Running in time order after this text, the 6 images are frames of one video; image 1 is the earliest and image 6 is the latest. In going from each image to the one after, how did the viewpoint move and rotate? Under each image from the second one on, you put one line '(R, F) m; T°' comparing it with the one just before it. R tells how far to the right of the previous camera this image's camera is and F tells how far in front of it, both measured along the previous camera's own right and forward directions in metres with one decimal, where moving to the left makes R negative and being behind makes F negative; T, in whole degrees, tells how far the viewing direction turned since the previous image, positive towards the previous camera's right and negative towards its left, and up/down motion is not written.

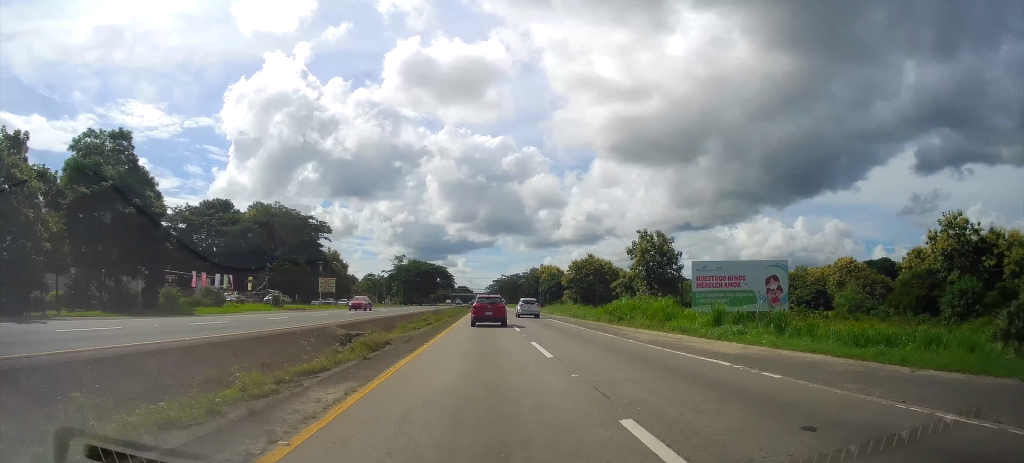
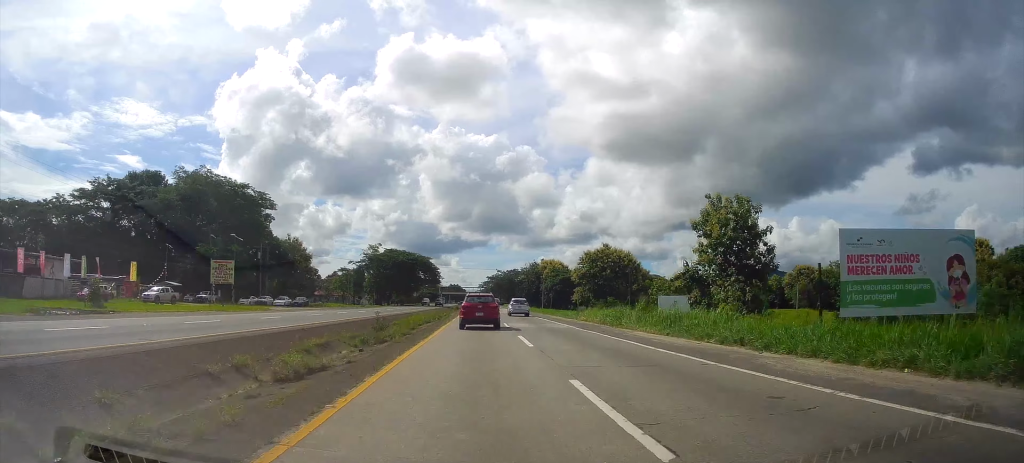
(+0.1, +33.8) m; +1°
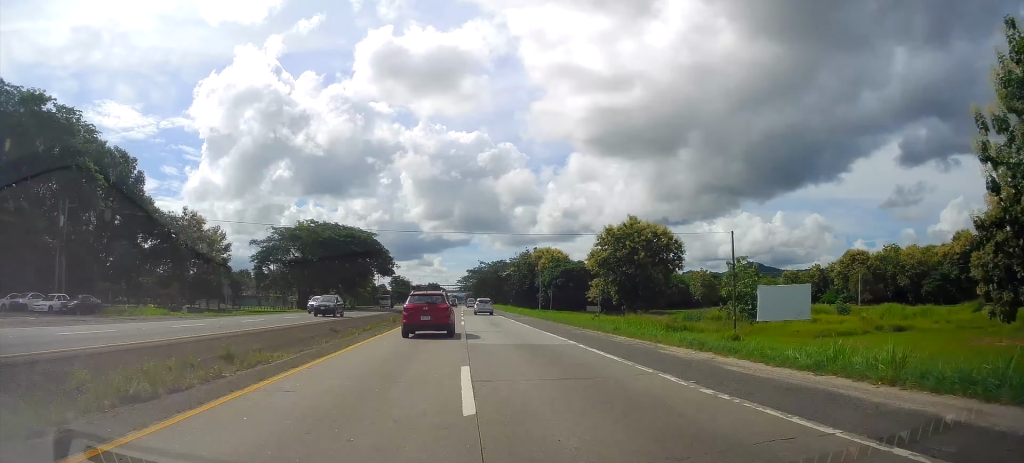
(+0.4, +47.7) m; 0°
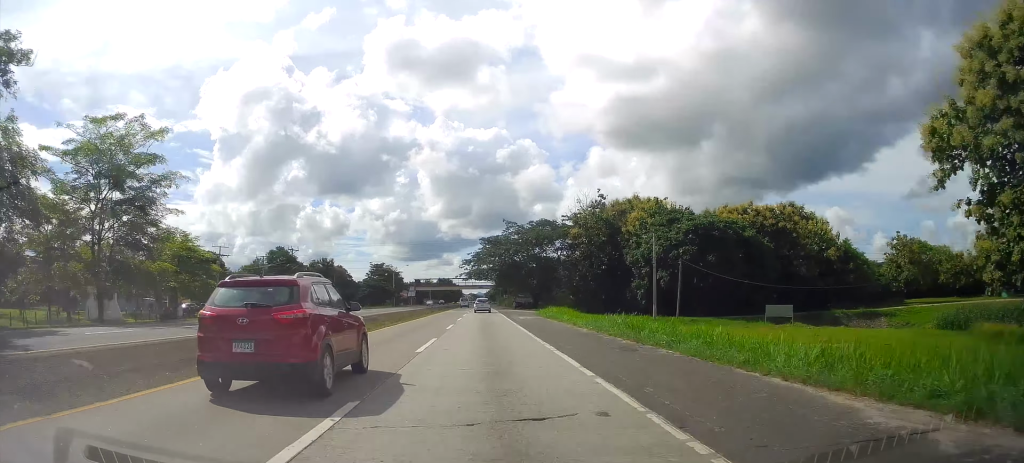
(-0.7, +89.6) m; -1°
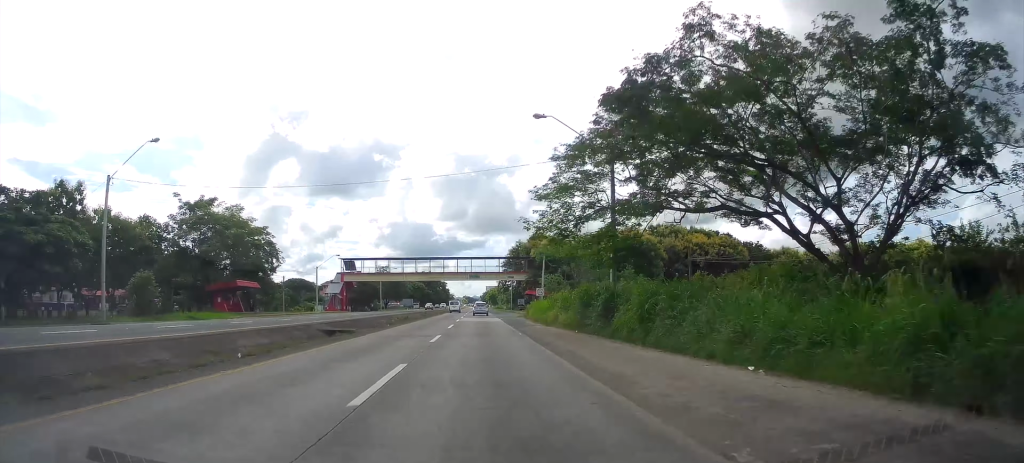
(+0.9, +116.6) m; 0°
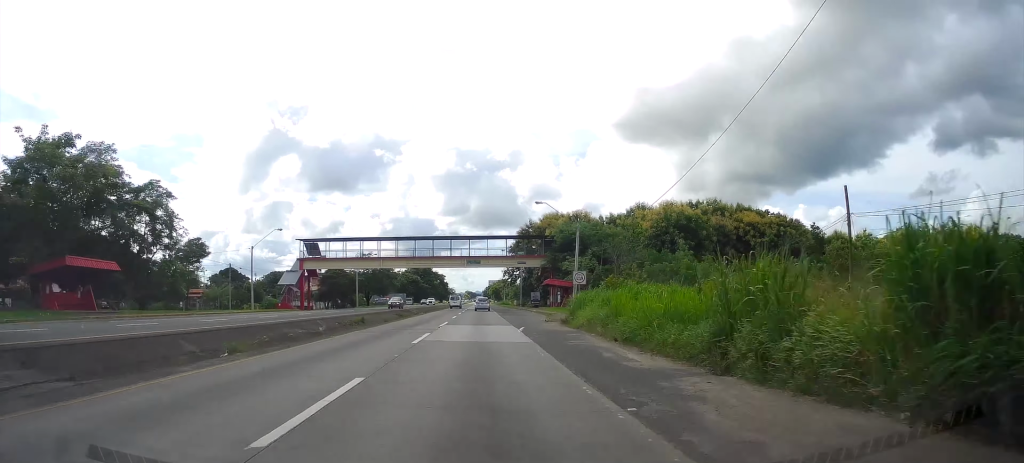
(-0.3, +27.5) m; 0°
